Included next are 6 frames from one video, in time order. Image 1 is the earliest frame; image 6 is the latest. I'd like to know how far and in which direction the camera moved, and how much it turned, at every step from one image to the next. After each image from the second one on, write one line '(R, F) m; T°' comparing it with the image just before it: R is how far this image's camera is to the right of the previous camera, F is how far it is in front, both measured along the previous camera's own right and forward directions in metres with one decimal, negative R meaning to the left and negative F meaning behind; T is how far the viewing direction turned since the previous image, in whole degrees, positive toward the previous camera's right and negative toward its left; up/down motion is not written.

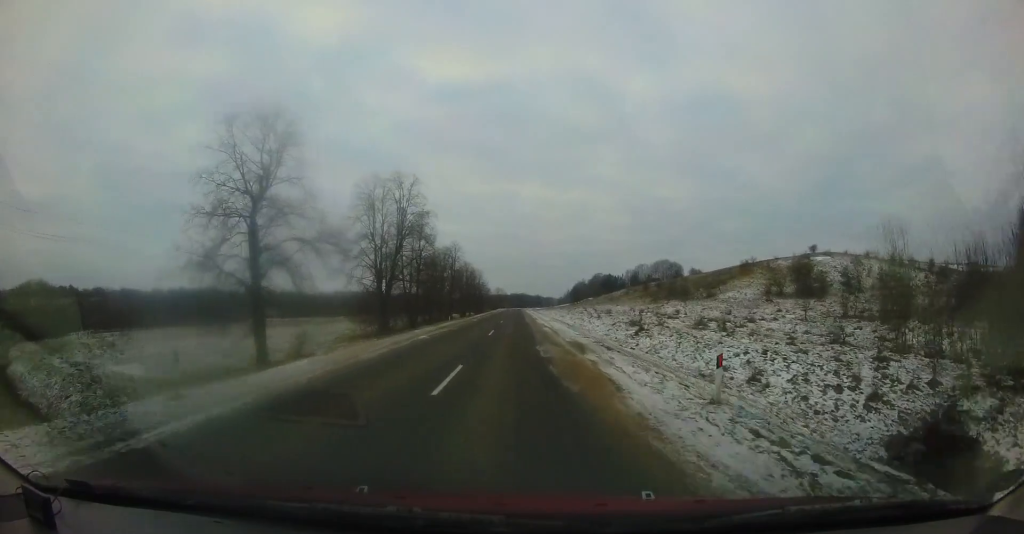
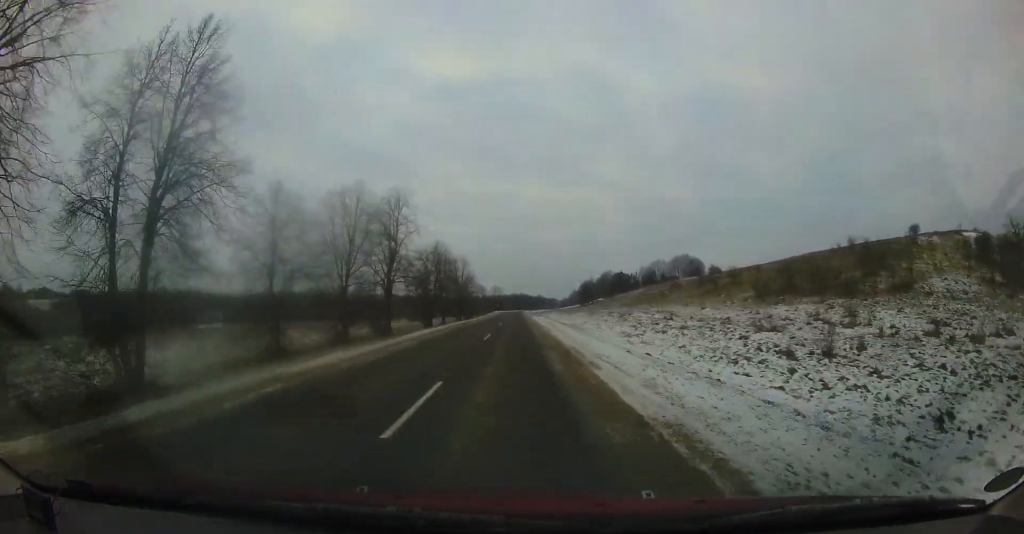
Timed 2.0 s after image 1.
(0.0, +38.3) m; 0°
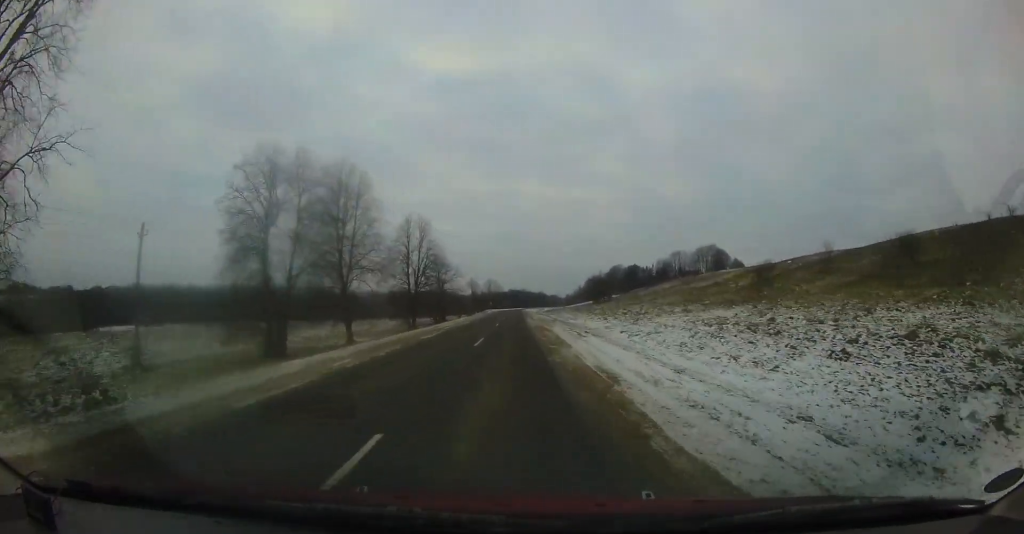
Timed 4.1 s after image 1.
(+0.7, +38.8) m; +1°
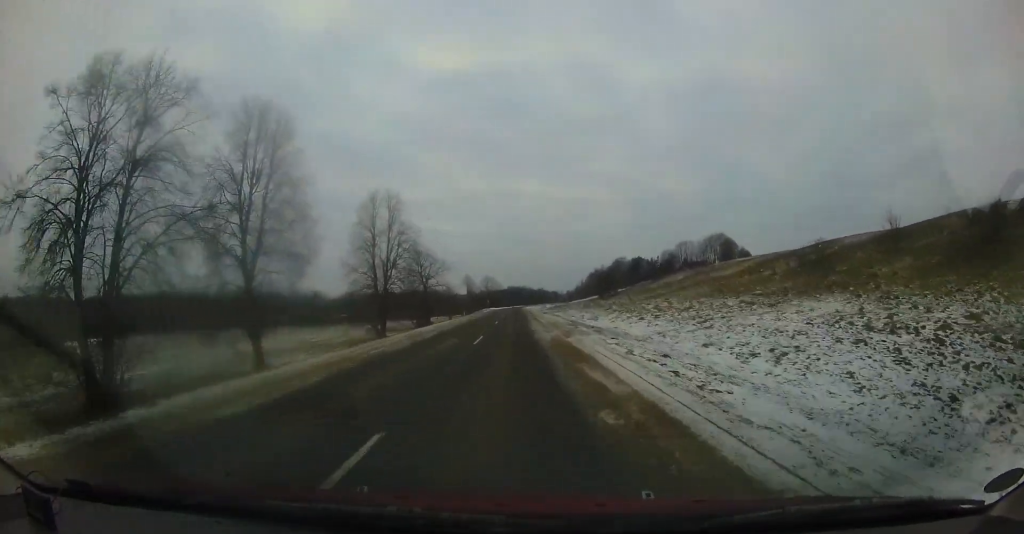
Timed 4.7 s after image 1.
(-0.1, +11.9) m; -1°
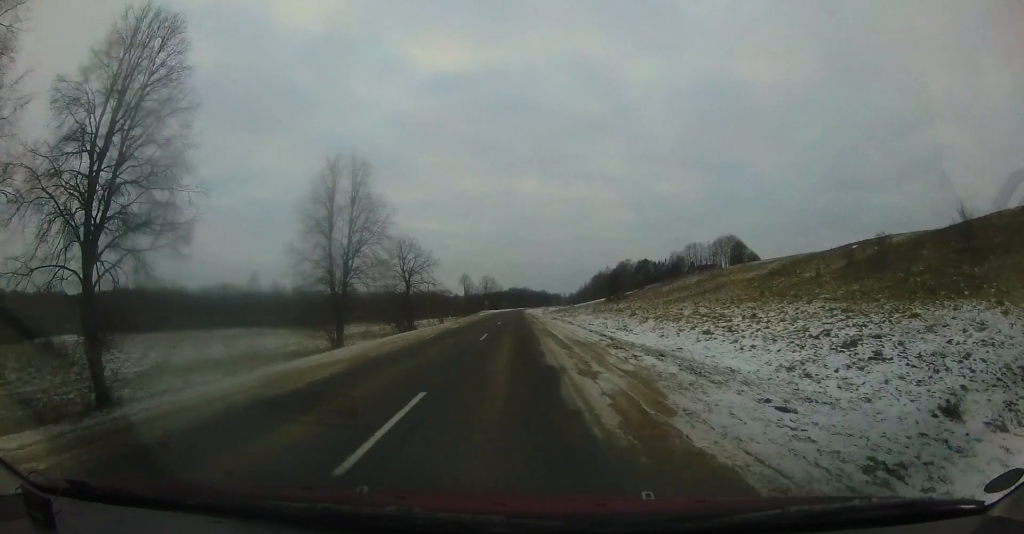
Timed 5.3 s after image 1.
(0.0, +10.0) m; -1°
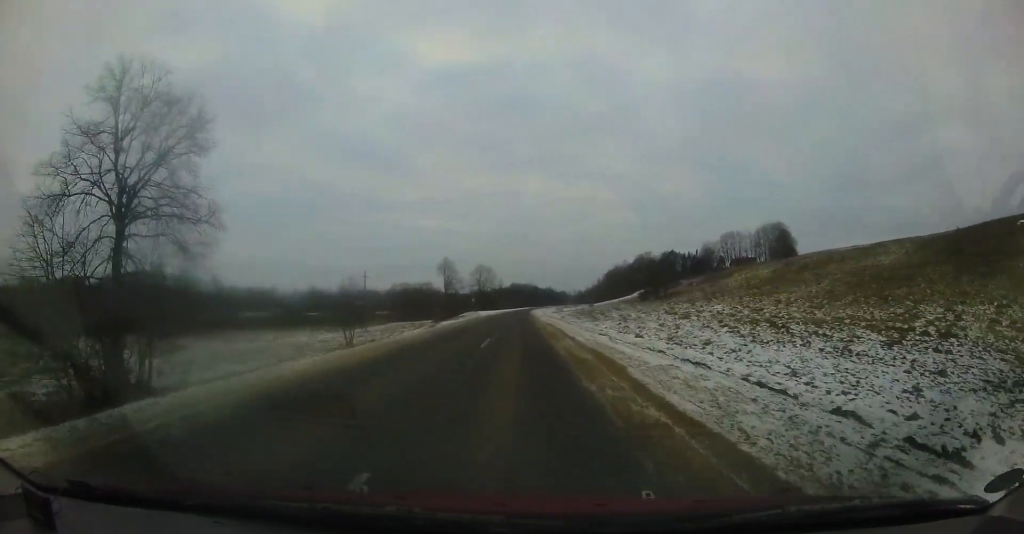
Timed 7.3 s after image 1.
(0.0, +39.0) m; 0°
